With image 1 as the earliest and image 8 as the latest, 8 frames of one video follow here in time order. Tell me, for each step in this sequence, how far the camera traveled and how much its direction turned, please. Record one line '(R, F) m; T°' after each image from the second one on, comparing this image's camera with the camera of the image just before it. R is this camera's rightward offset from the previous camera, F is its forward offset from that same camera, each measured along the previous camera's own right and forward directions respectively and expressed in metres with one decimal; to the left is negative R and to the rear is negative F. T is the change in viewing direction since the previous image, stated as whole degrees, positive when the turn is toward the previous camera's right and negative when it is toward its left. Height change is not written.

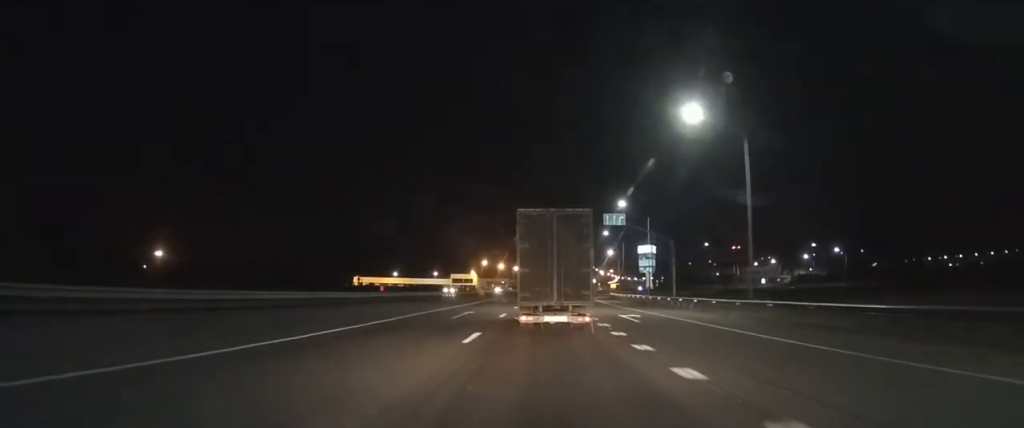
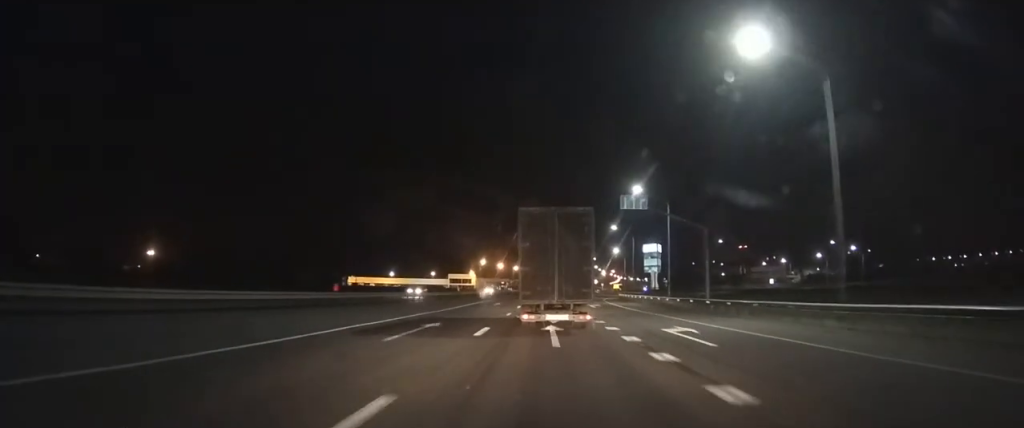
(0.0, +10.0) m; 0°
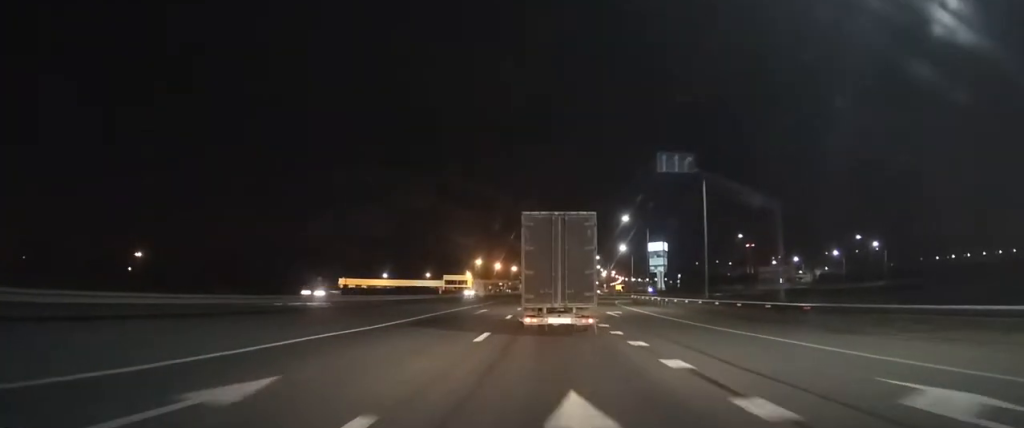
(0.0, +13.0) m; 0°
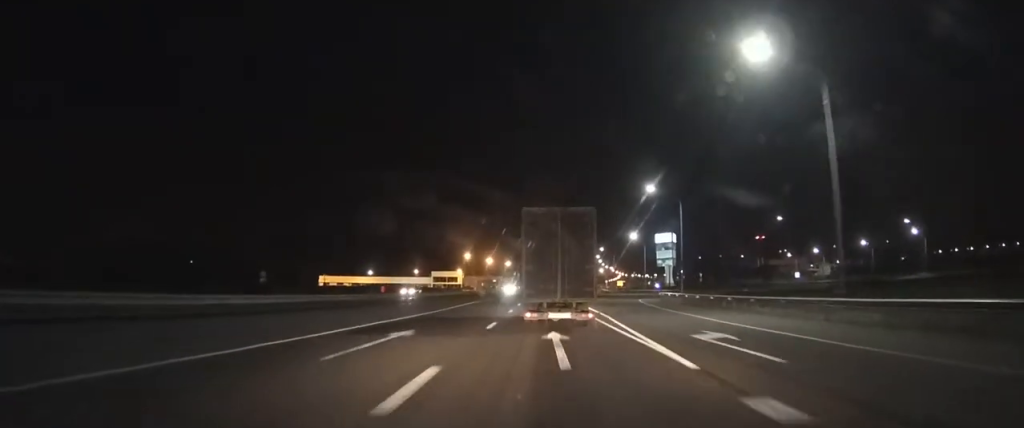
(0.0, +20.7) m; 0°
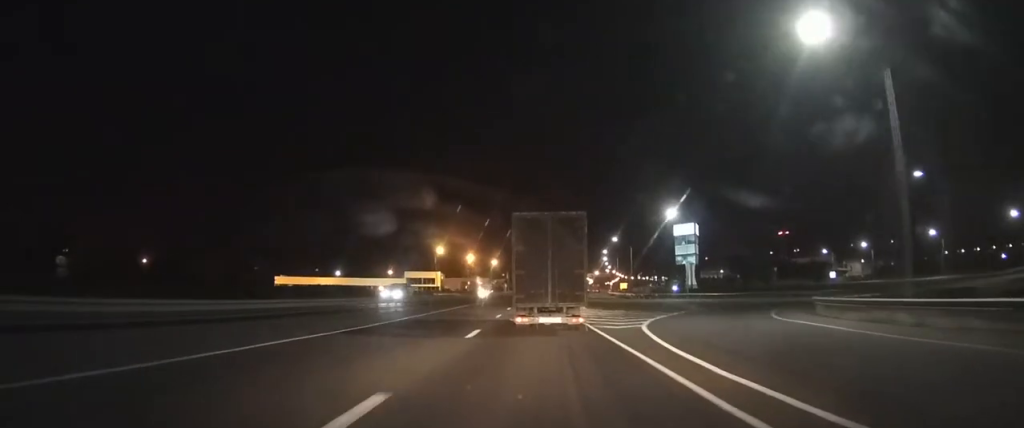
(+0.2, +38.1) m; +1°
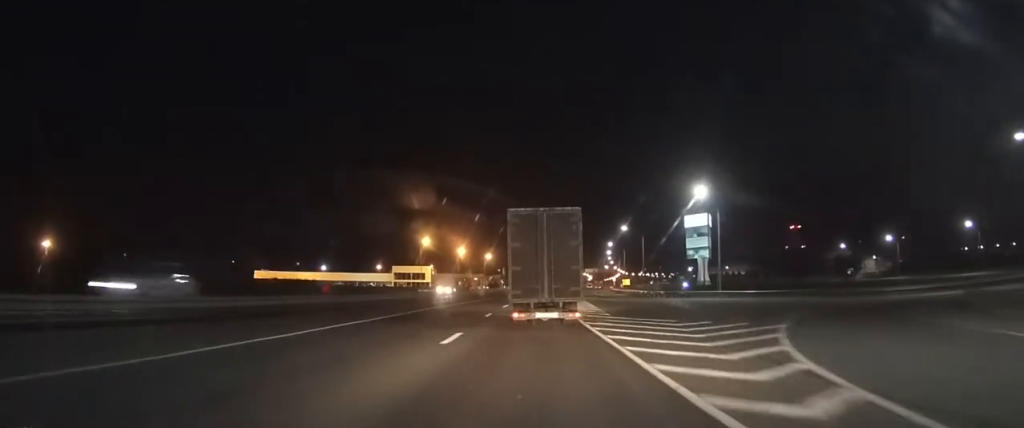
(0.0, +15.0) m; 0°
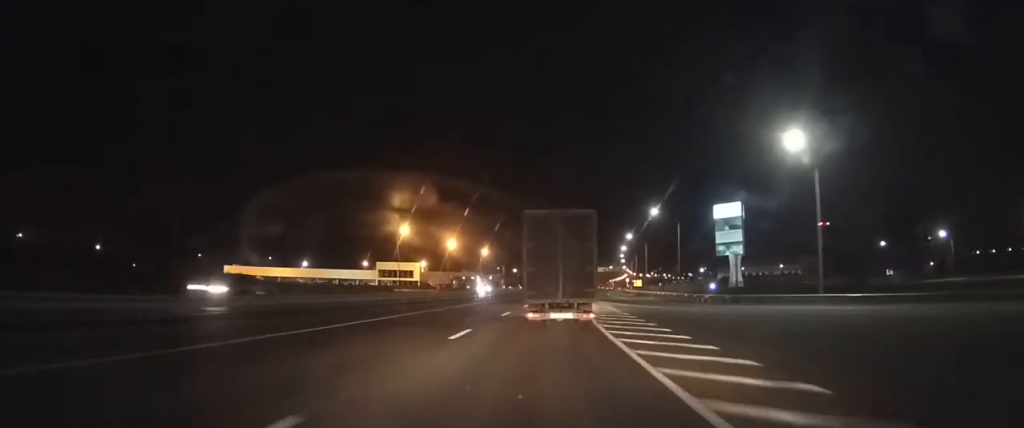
(+0.2, +23.5) m; 0°
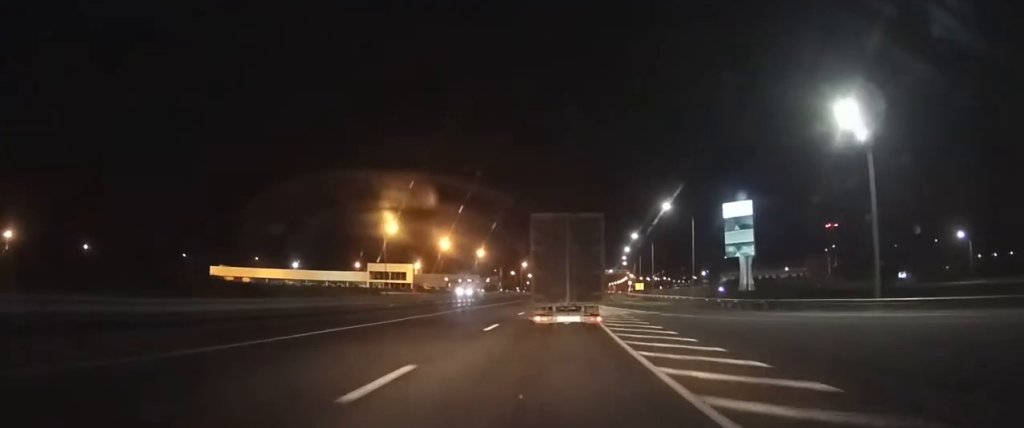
(0.0, +7.8) m; 0°
